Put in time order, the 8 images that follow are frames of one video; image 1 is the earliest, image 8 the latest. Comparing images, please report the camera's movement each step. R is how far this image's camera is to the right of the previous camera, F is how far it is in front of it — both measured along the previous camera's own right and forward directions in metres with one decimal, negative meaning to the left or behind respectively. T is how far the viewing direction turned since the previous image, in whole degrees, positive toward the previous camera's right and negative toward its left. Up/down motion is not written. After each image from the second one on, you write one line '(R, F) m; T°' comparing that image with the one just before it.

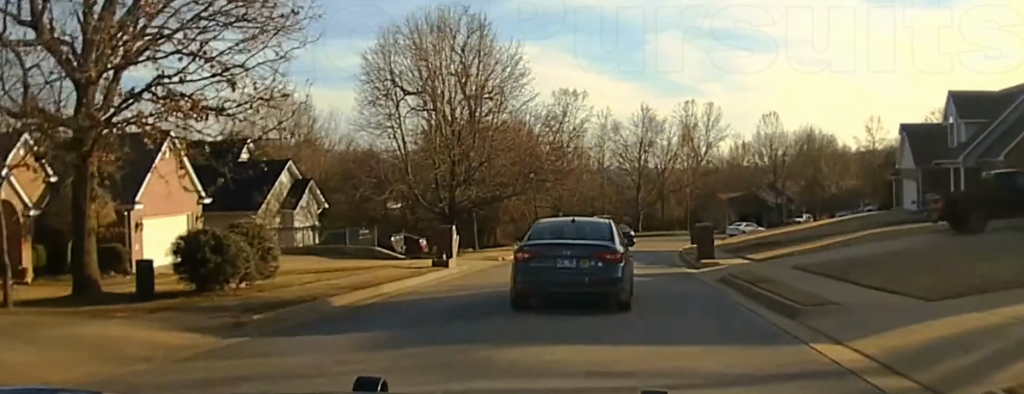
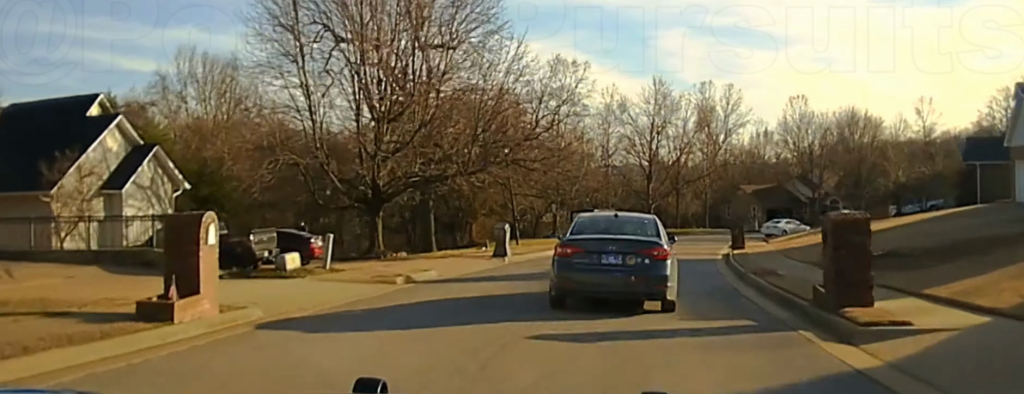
(-0.9, +20.8) m; -4°
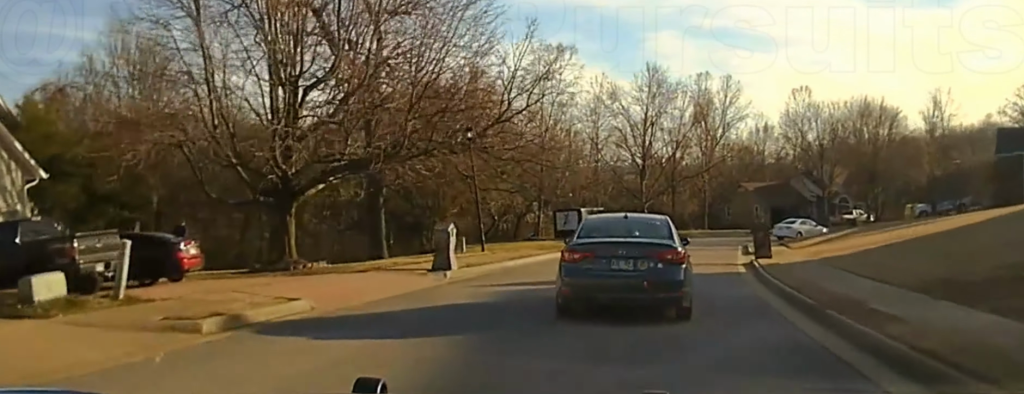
(-0.2, +9.8) m; -1°
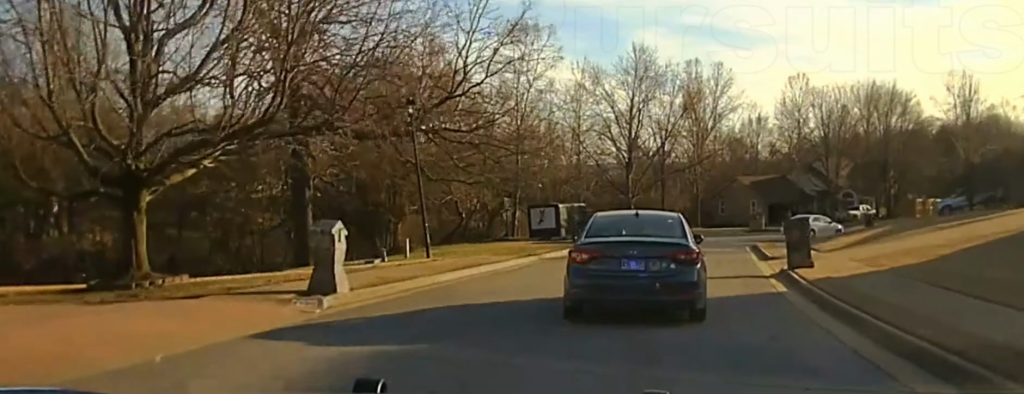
(-0.2, +9.8) m; 0°
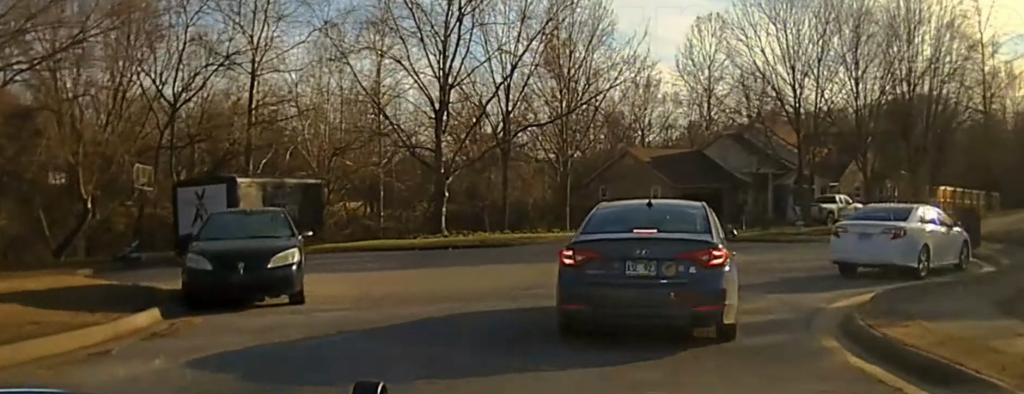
(+1.4, +36.6) m; +7°
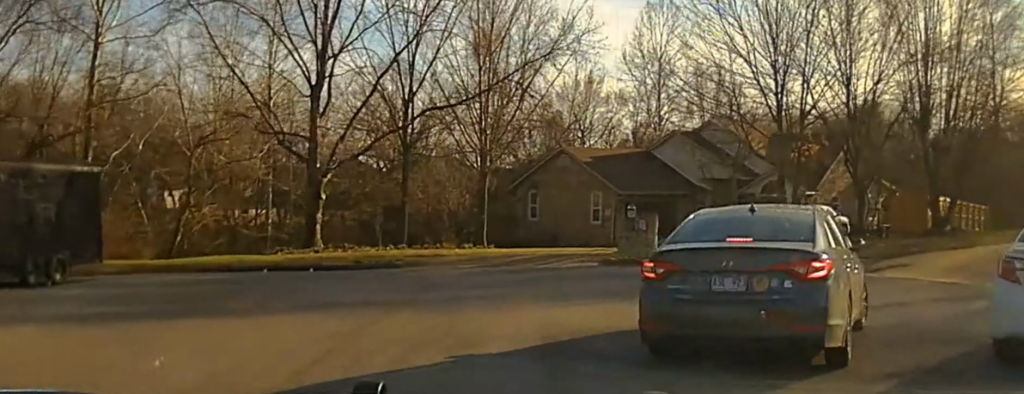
(+0.4, +9.1) m; +5°
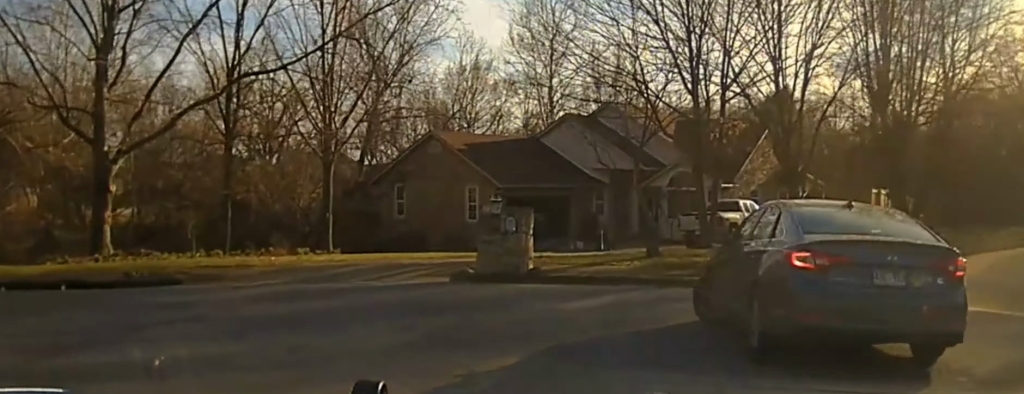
(+0.4, +8.3) m; +1°
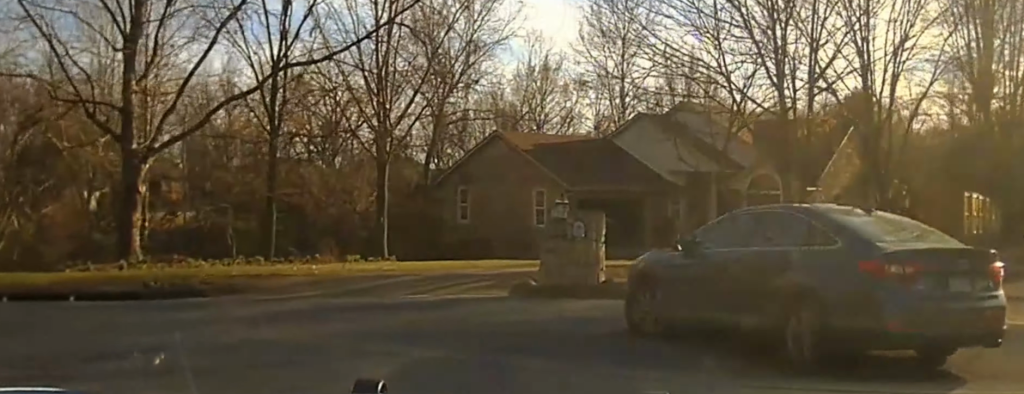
(+0.1, +3.3) m; -4°
